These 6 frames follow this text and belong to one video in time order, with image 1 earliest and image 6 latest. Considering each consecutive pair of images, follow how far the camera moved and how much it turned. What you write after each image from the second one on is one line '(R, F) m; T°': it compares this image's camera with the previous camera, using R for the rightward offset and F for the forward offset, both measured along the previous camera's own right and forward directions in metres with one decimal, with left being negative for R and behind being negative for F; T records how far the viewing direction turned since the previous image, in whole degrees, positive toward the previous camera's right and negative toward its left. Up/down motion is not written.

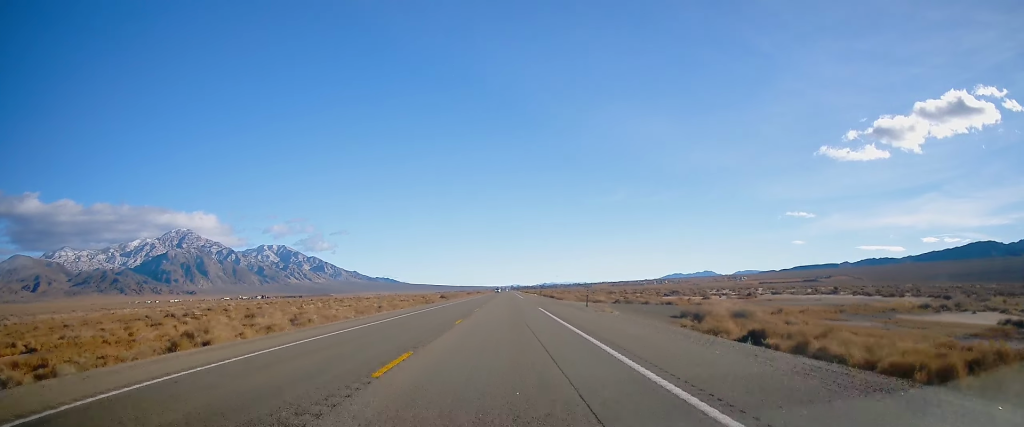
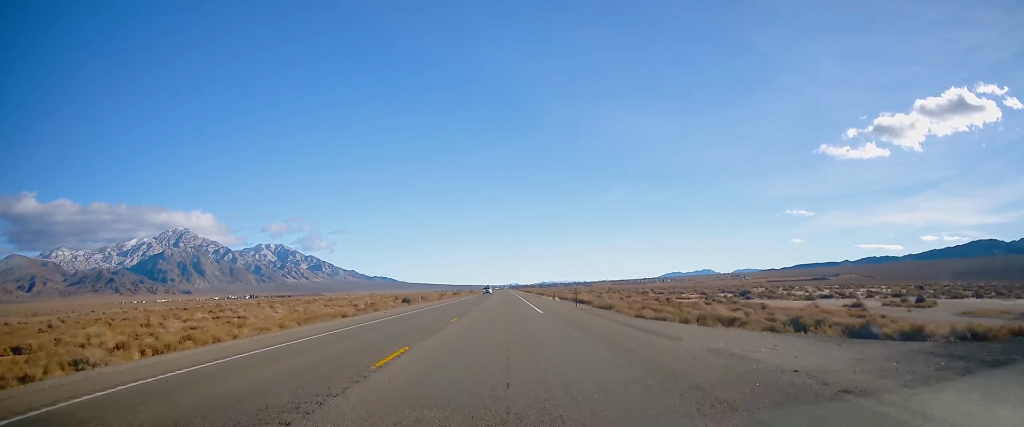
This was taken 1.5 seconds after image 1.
(+0.6, +47.9) m; +1°
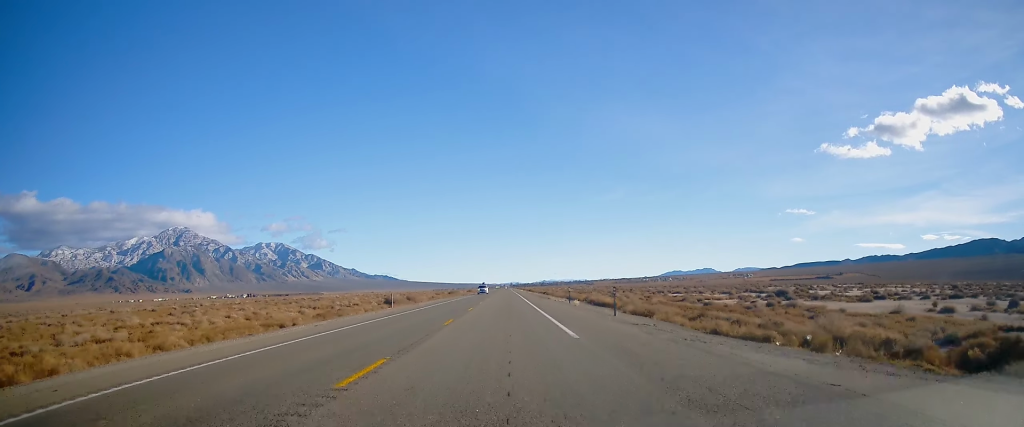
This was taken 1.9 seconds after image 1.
(+0.3, +14.2) m; 0°
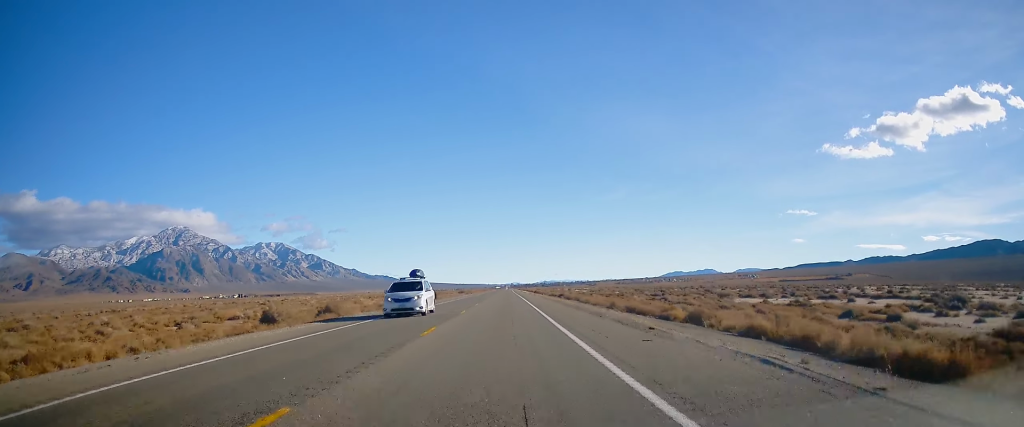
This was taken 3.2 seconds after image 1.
(-0.8, +41.5) m; -1°
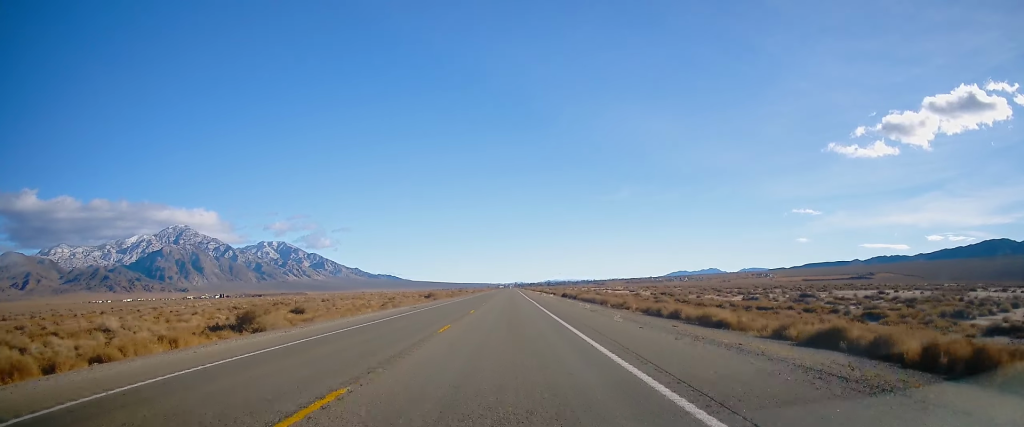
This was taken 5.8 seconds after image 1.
(+0.3, +84.0) m; 0°
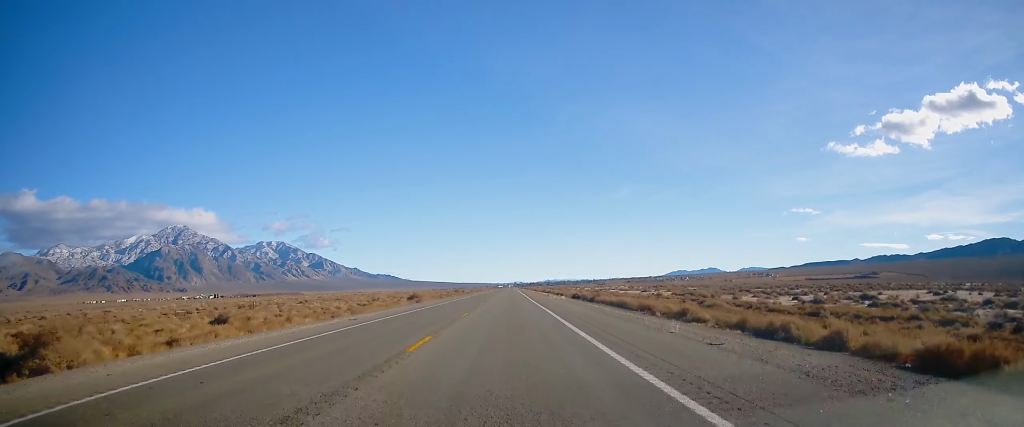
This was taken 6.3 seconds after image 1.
(0.0, +17.2) m; 0°
